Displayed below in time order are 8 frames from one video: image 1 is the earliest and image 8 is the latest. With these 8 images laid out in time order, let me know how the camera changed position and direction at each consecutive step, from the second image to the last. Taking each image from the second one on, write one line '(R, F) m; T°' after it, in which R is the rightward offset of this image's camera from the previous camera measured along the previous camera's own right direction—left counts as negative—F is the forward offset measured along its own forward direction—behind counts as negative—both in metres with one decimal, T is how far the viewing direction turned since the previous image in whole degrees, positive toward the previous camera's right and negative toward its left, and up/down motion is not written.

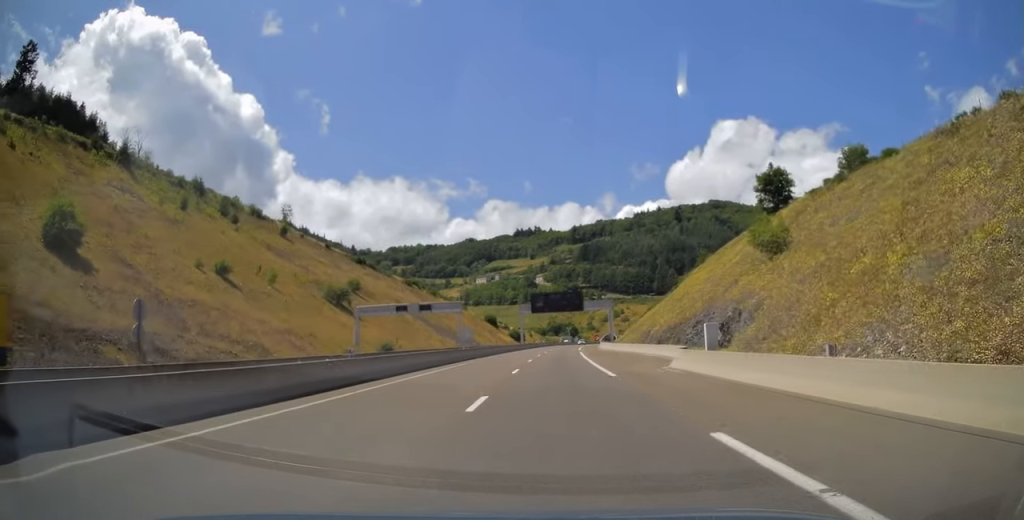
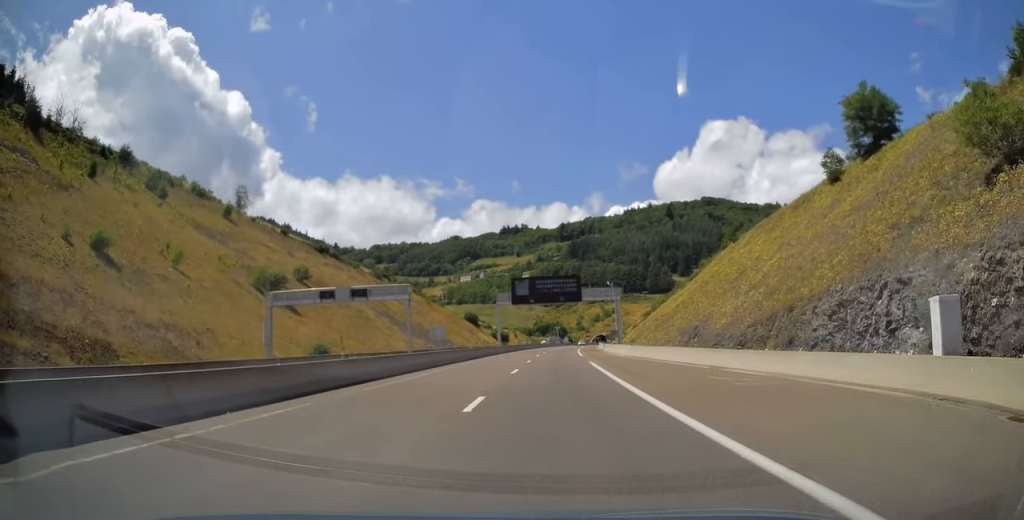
(+0.1, +19.3) m; +1°
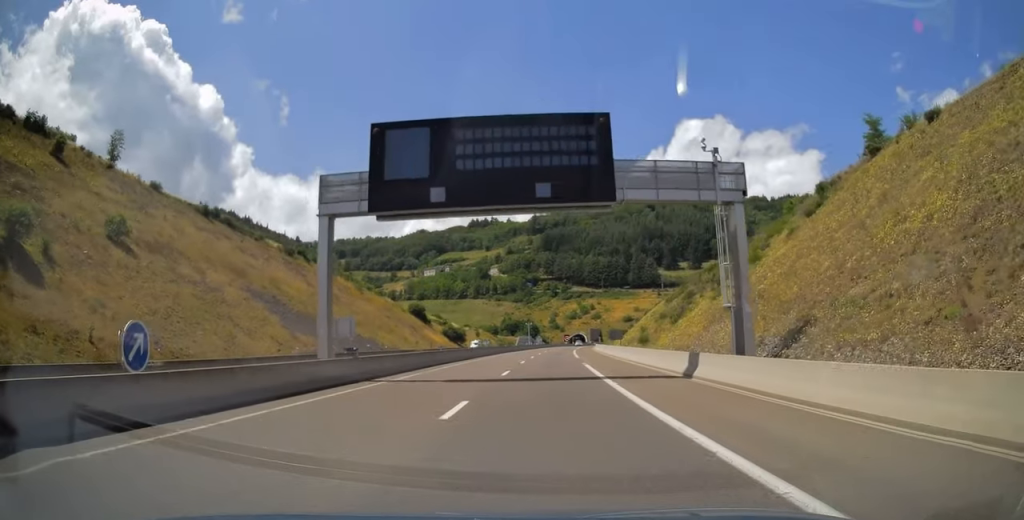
(+0.5, +34.1) m; +2°
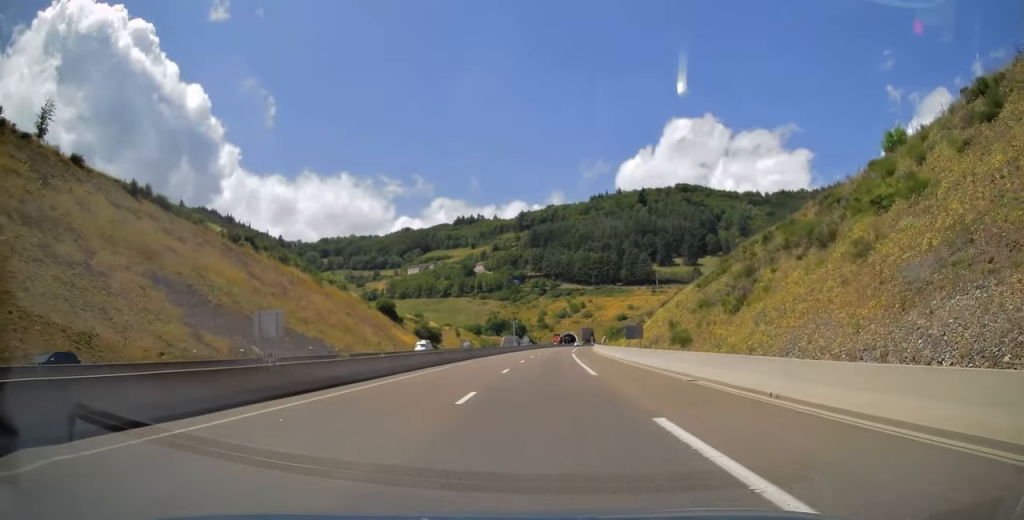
(+0.1, +14.3) m; +1°
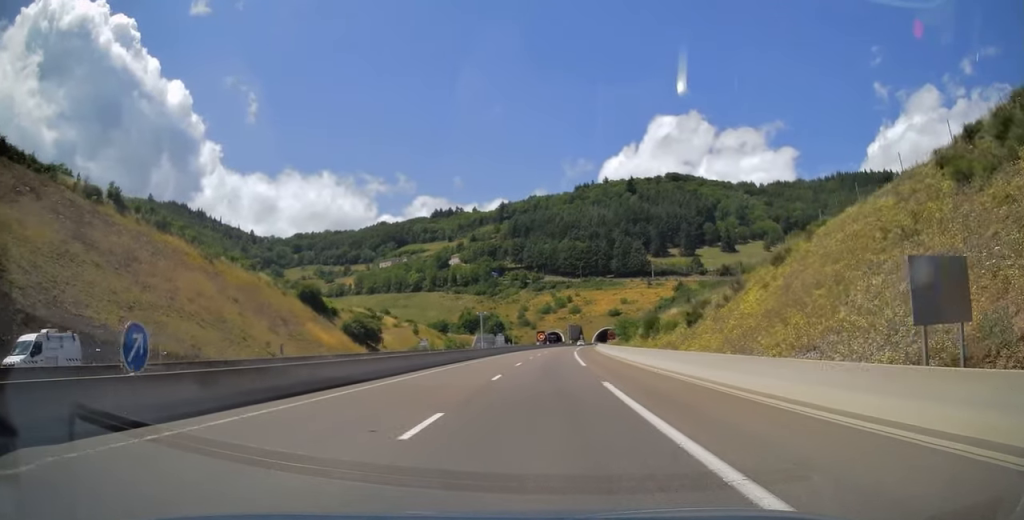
(+0.5, +36.9) m; +2°
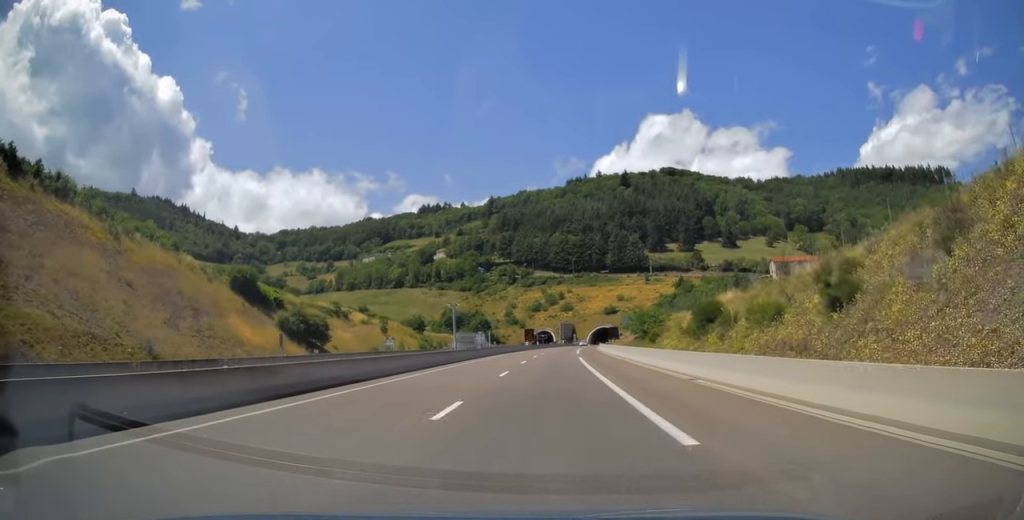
(+0.4, +29.2) m; +1°
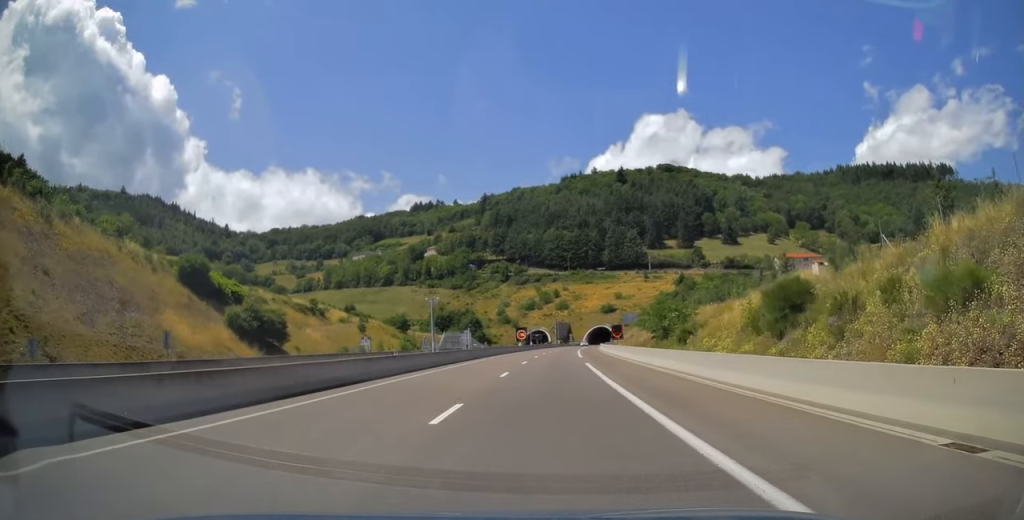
(0.0, +17.1) m; +1°
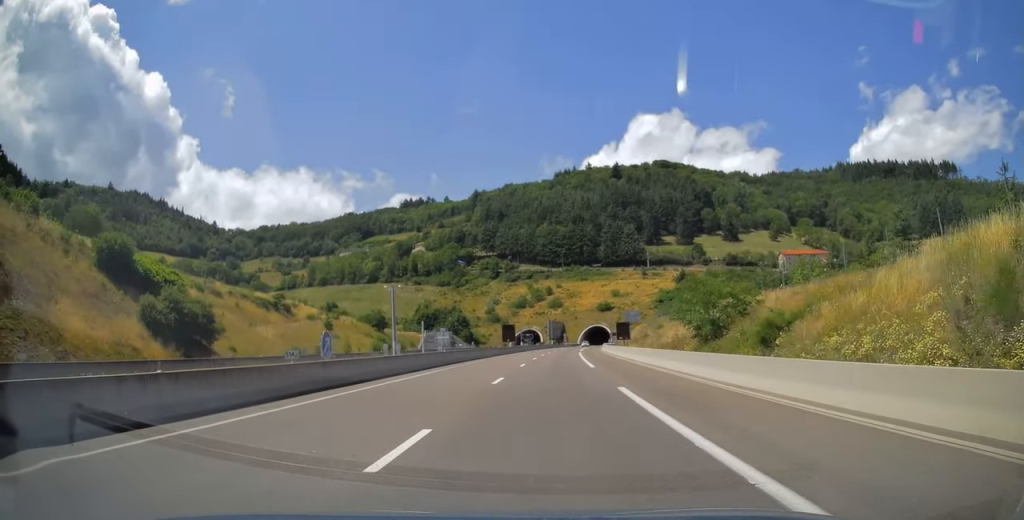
(+0.1, +20.6) m; +1°
